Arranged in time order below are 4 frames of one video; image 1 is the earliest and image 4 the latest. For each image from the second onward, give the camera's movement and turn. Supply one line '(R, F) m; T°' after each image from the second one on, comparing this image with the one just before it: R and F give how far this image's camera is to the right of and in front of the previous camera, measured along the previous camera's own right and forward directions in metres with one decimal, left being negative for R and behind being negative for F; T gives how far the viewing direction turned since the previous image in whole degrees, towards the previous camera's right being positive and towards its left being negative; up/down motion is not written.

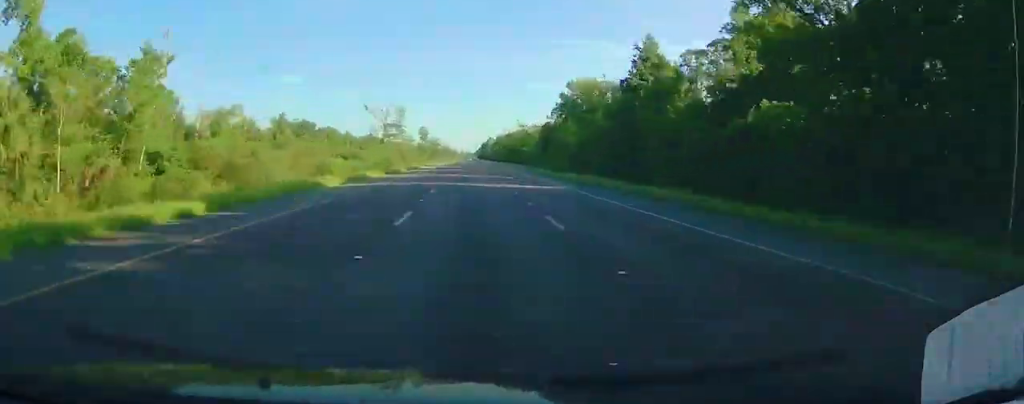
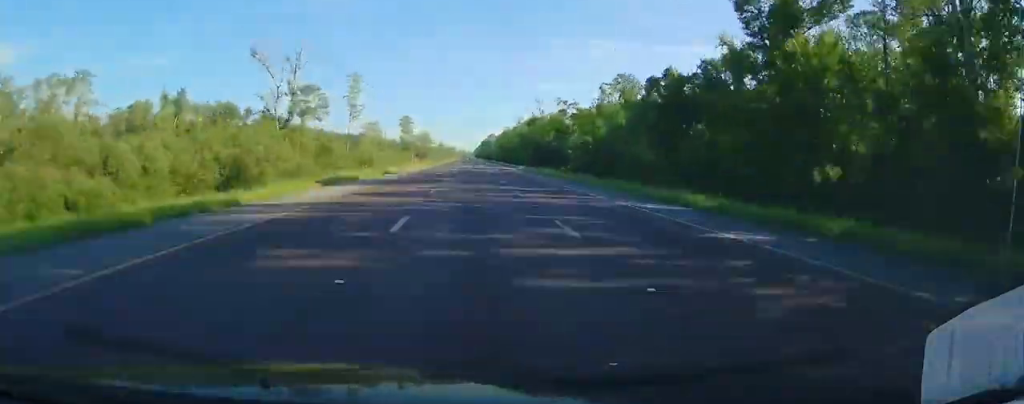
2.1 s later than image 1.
(+0.2, +73.2) m; 0°
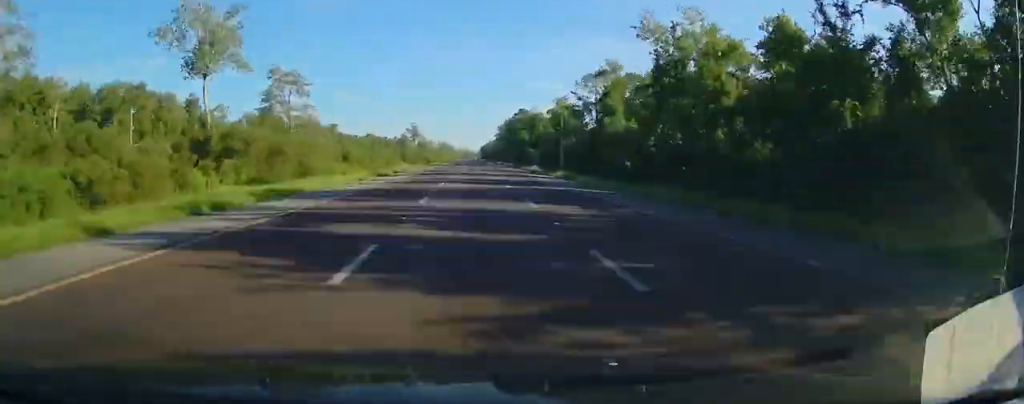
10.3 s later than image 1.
(-0.2, +279.7) m; 0°
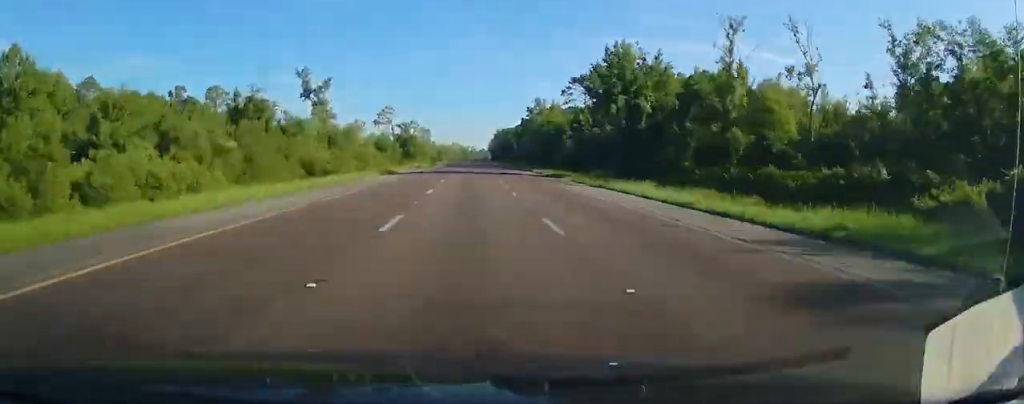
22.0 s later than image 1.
(+2.3, +404.5) m; 0°
